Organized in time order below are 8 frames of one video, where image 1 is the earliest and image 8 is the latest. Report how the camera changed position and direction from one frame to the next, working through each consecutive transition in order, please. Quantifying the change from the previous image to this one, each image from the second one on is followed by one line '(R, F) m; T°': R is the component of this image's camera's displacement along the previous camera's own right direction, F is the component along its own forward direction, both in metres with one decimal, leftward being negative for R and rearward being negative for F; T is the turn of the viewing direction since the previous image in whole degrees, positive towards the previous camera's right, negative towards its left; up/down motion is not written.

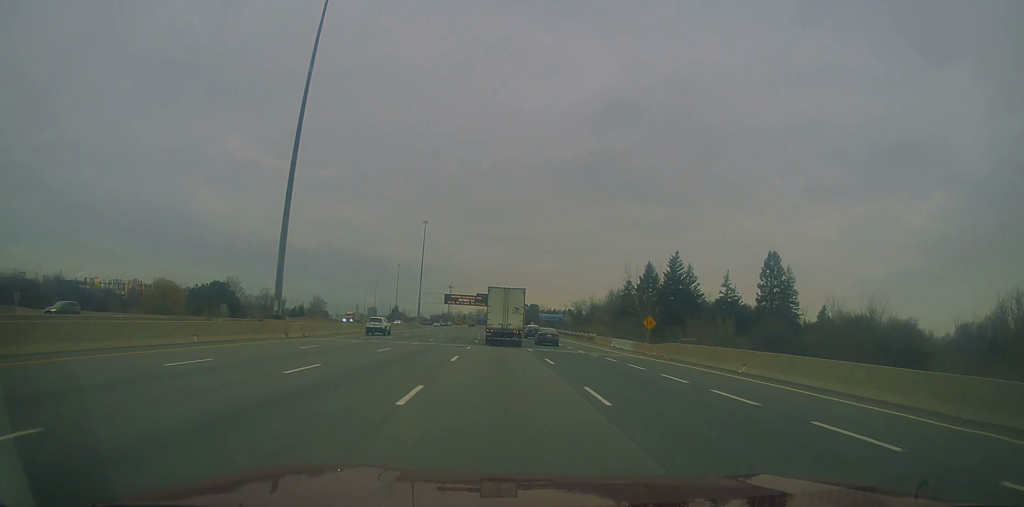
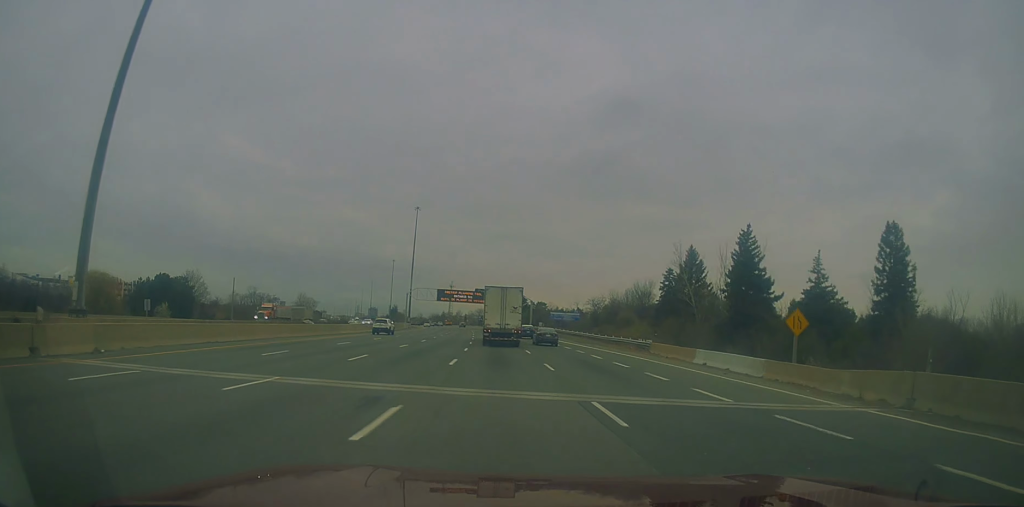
(-0.3, +26.0) m; -1°
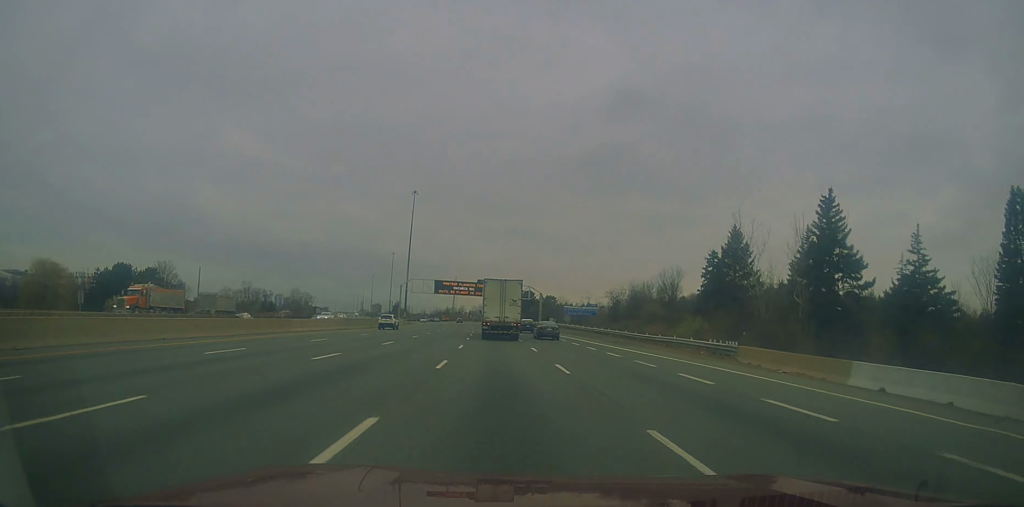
(0.0, +16.6) m; 0°
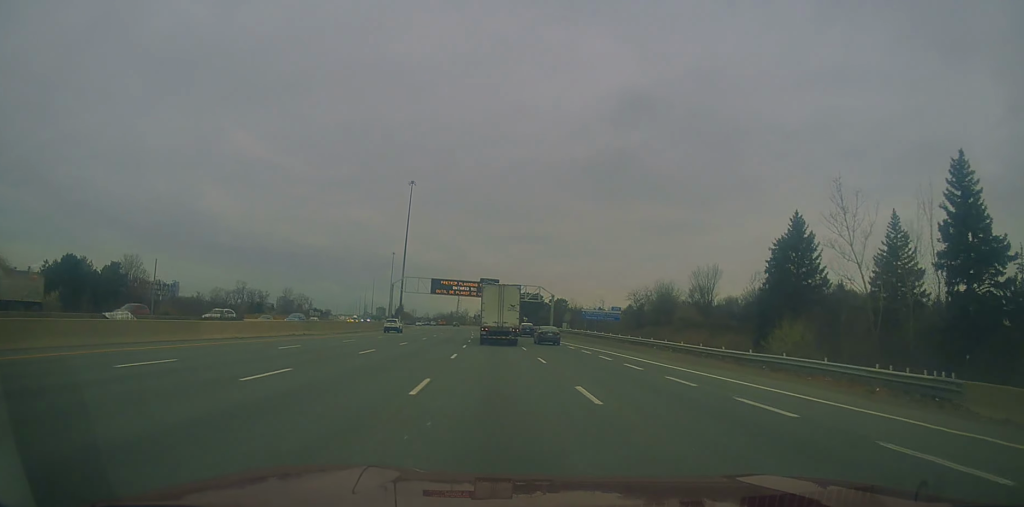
(-0.1, +16.4) m; 0°
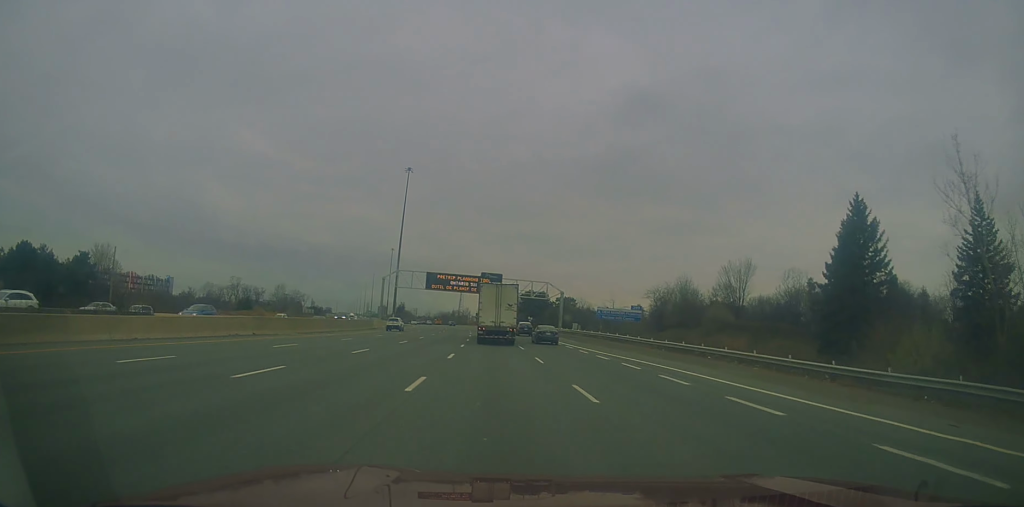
(0.0, +11.8) m; 0°
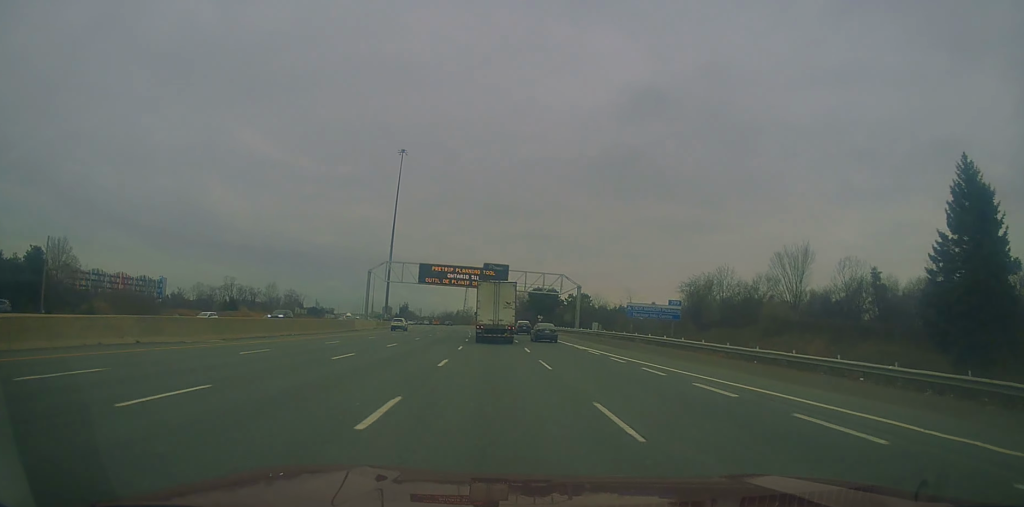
(+0.1, +15.4) m; -1°
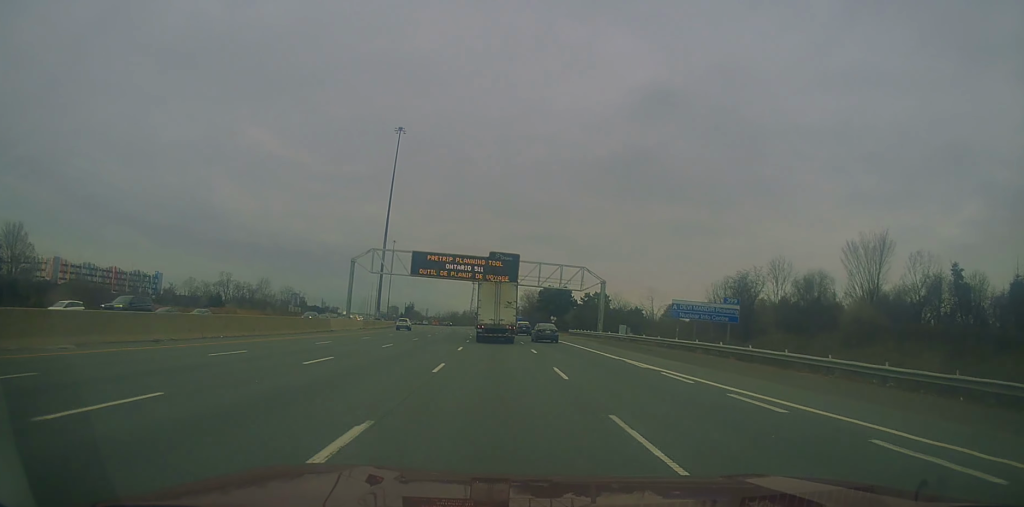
(0.0, +14.4) m; -1°
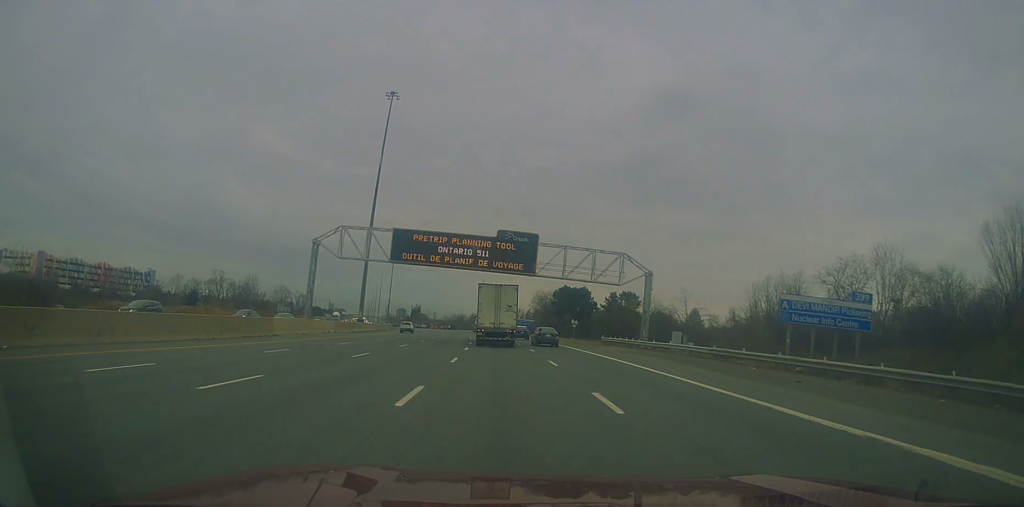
(-0.3, +18.8) m; -1°
